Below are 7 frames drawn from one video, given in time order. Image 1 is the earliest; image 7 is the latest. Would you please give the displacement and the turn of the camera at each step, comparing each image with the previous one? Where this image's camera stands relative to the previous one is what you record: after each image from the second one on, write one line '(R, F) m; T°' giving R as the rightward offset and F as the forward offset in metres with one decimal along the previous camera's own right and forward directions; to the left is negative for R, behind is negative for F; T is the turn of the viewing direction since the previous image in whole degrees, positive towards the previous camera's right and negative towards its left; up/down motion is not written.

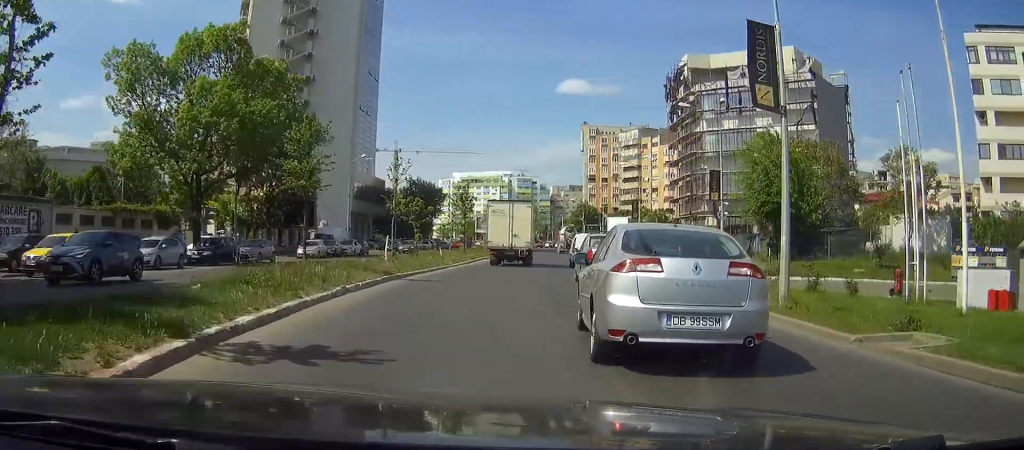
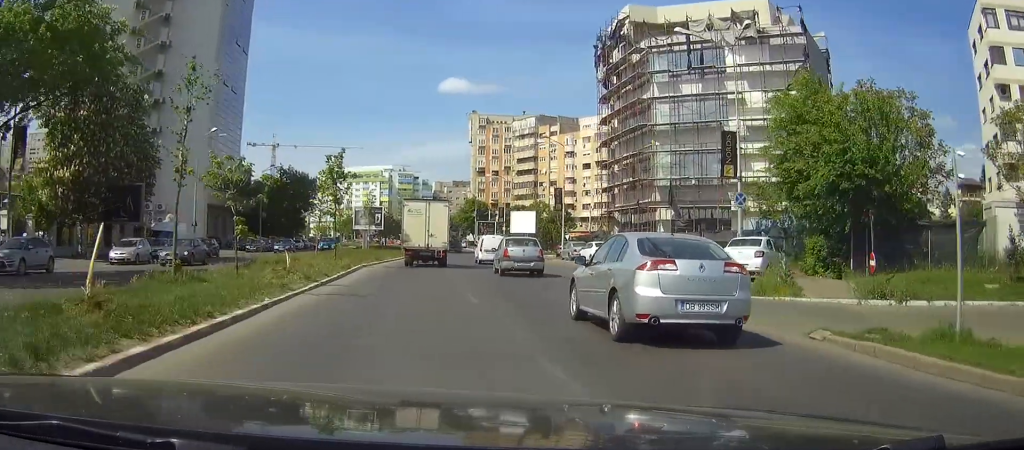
(+1.5, +16.6) m; +10°
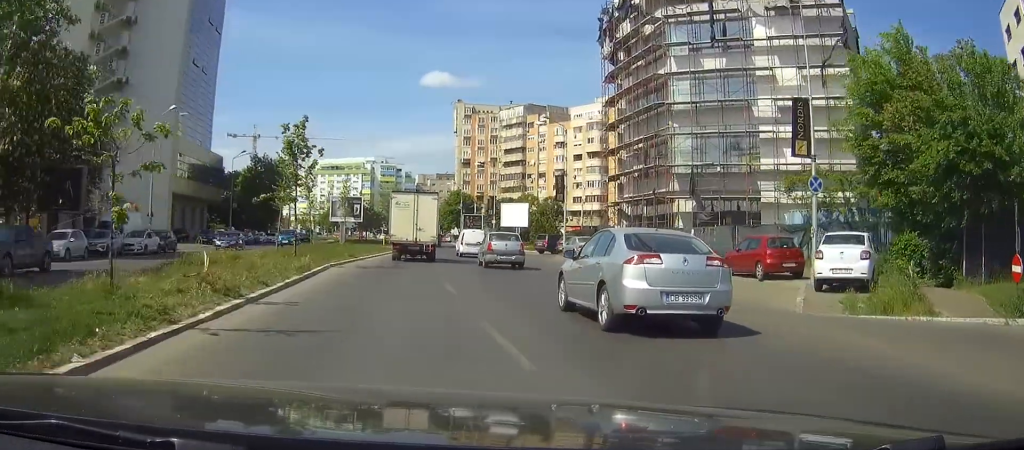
(+0.2, +6.8) m; +3°
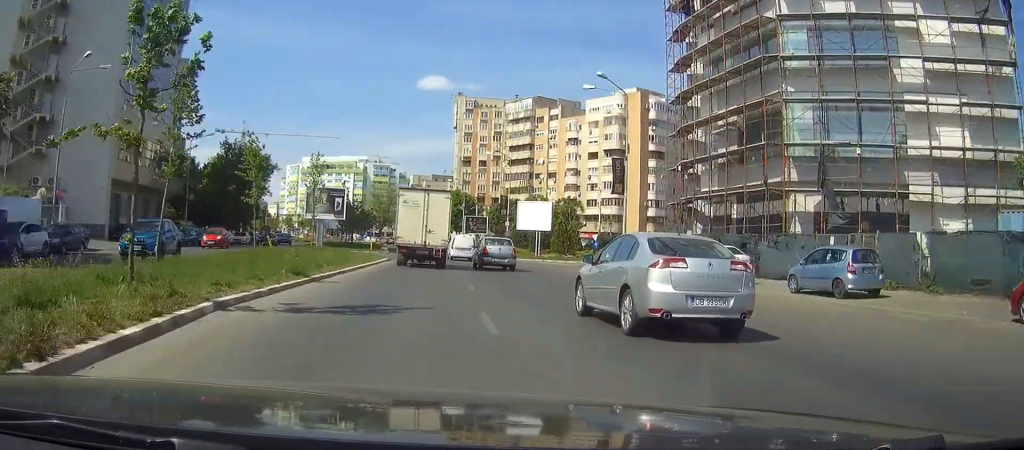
(+0.4, +14.8) m; +2°
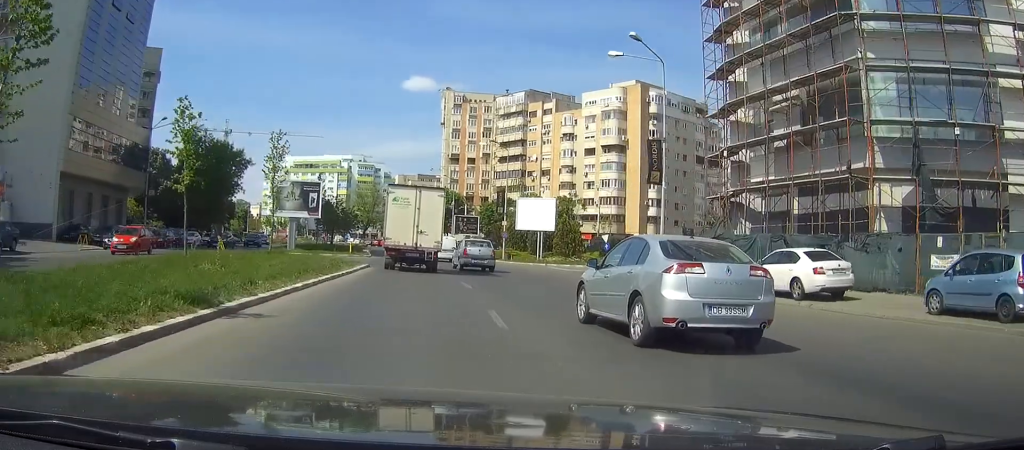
(0.0, +7.1) m; +1°
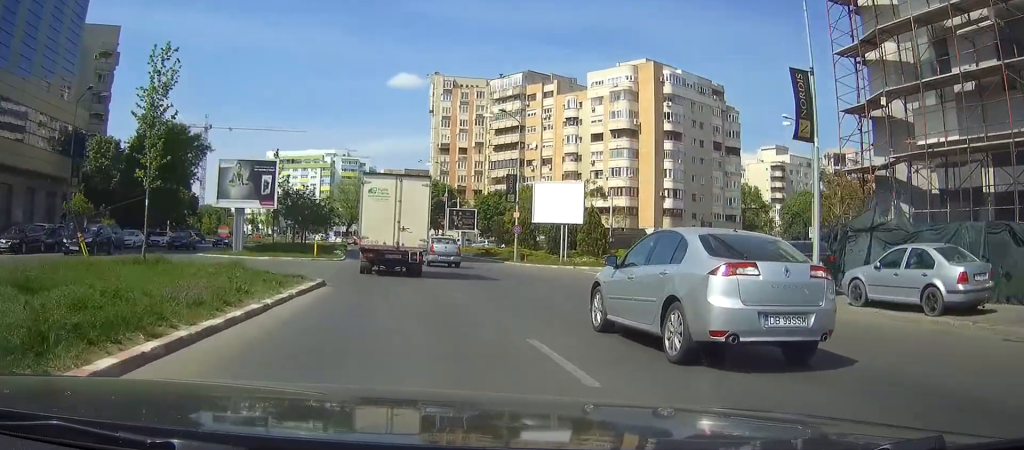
(+0.2, +12.7) m; +2°
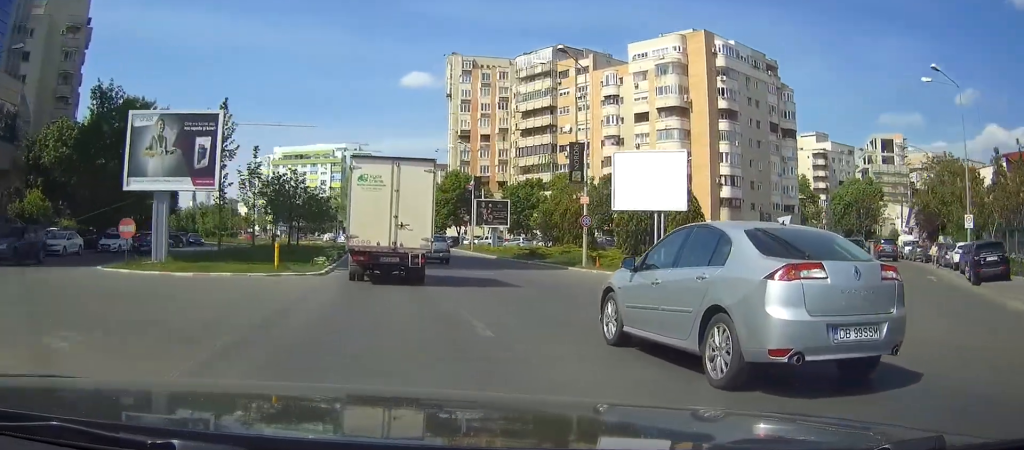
(0.0, +14.8) m; -1°
